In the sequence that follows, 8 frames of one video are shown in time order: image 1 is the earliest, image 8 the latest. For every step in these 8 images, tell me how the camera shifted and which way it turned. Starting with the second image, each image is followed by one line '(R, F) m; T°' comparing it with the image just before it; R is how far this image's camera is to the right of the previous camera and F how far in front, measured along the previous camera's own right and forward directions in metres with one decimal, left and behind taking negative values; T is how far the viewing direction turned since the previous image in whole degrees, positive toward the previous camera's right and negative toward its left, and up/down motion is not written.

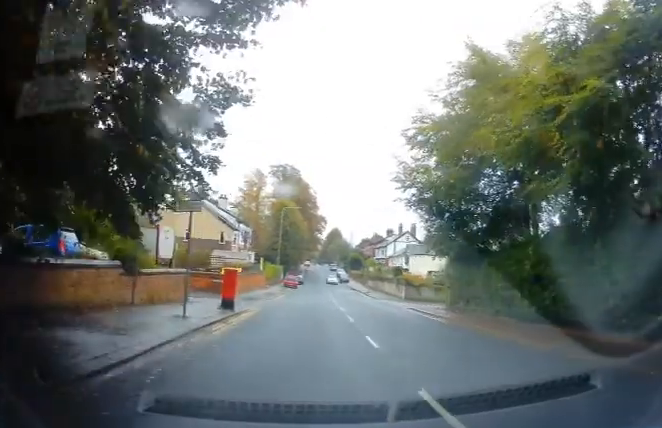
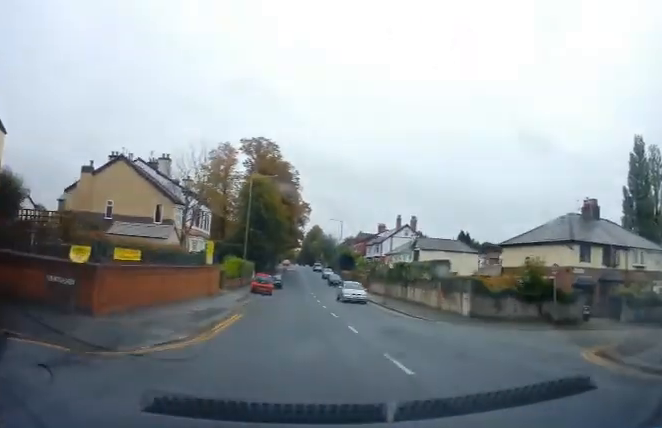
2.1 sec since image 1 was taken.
(-1.0, +20.7) m; -1°
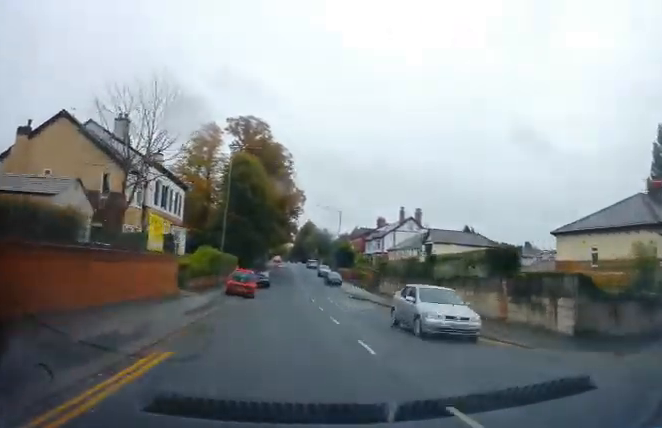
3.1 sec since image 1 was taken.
(+0.5, +9.8) m; +2°
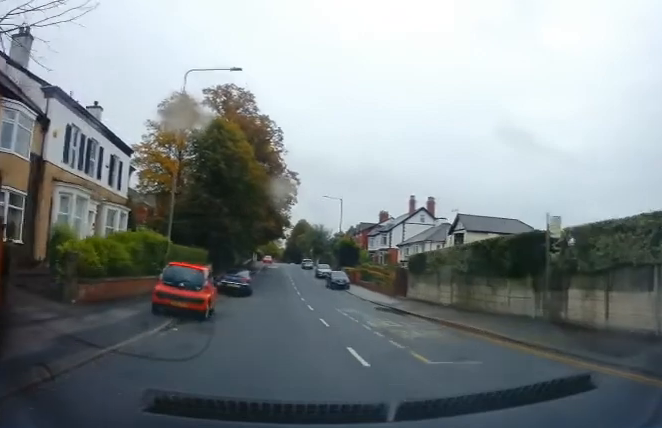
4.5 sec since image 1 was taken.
(-0.4, +12.9) m; -2°
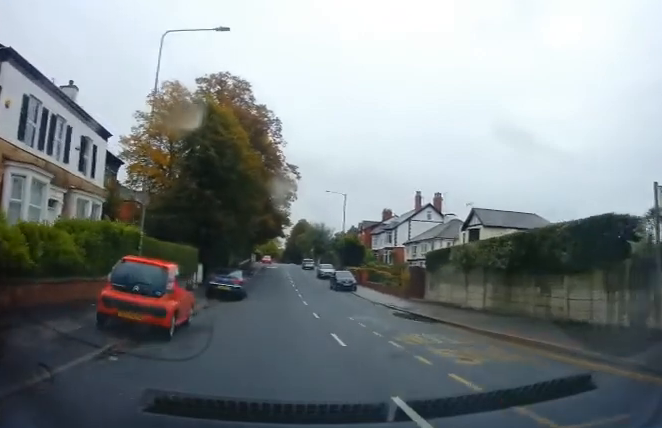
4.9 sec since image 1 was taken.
(0.0, +4.0) m; +1°
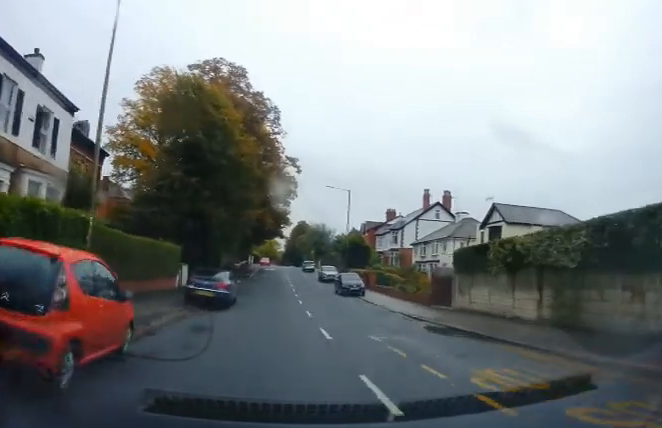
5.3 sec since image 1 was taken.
(0.0, +4.4) m; 0°
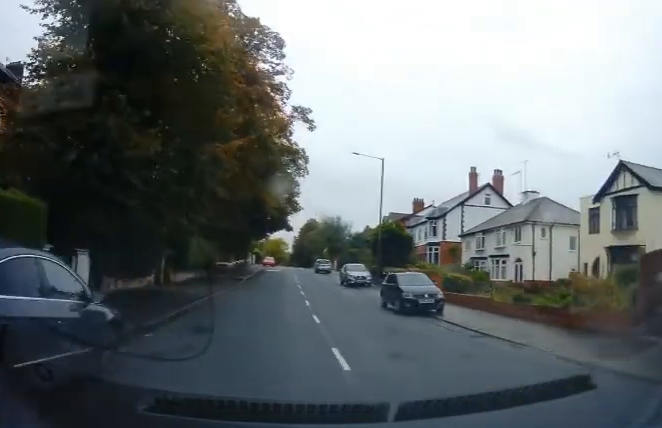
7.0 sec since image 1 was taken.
(+0.1, +14.9) m; -2°
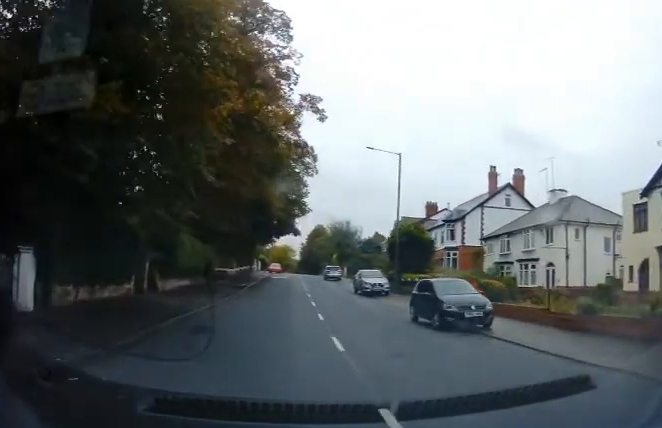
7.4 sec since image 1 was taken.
(0.0, +3.7) m; -1°
